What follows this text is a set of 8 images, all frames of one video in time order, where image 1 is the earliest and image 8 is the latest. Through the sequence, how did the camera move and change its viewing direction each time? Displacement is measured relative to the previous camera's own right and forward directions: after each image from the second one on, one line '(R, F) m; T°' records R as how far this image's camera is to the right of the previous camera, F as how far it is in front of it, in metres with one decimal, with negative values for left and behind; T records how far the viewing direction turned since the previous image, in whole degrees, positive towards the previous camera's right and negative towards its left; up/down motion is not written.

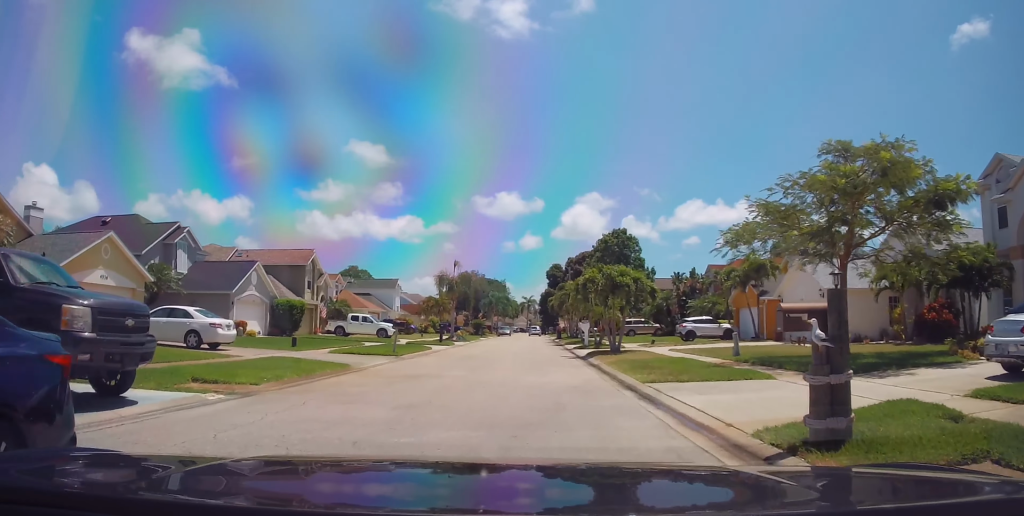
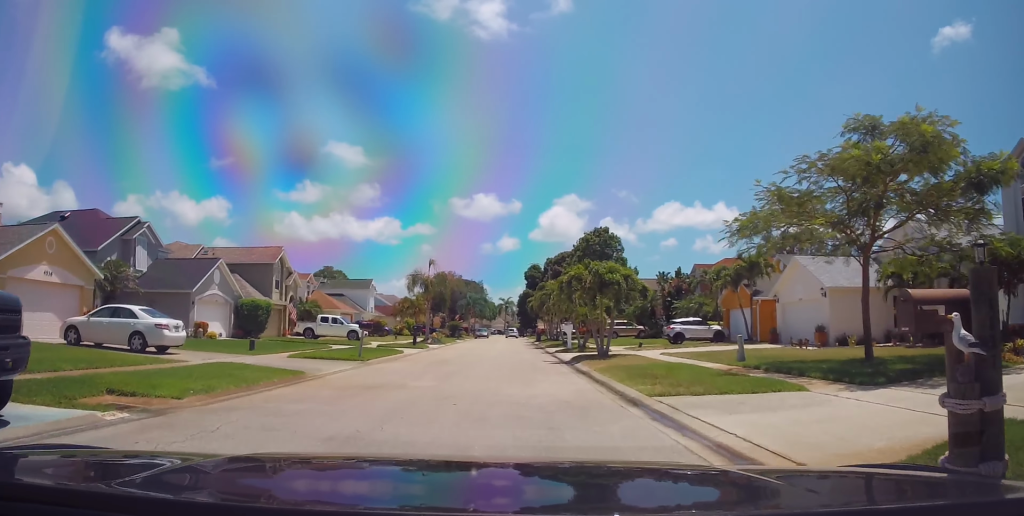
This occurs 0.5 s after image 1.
(+0.2, +2.4) m; +3°
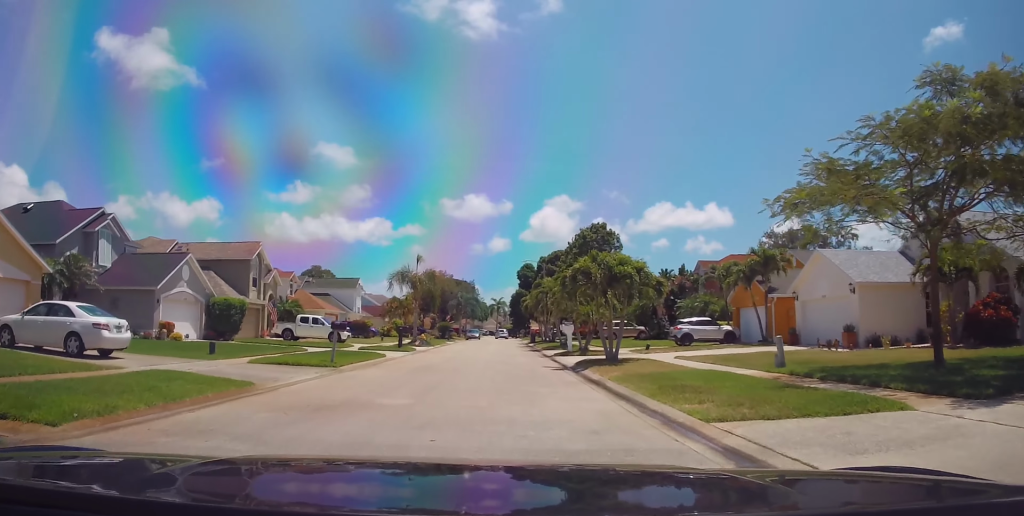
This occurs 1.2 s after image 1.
(+0.1, +3.2) m; +2°
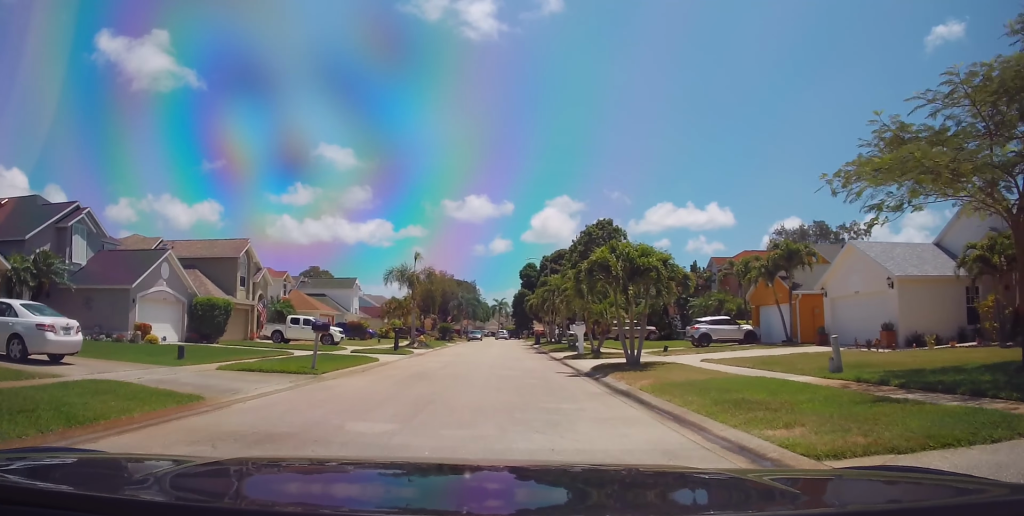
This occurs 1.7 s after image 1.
(0.0, +2.7) m; 0°
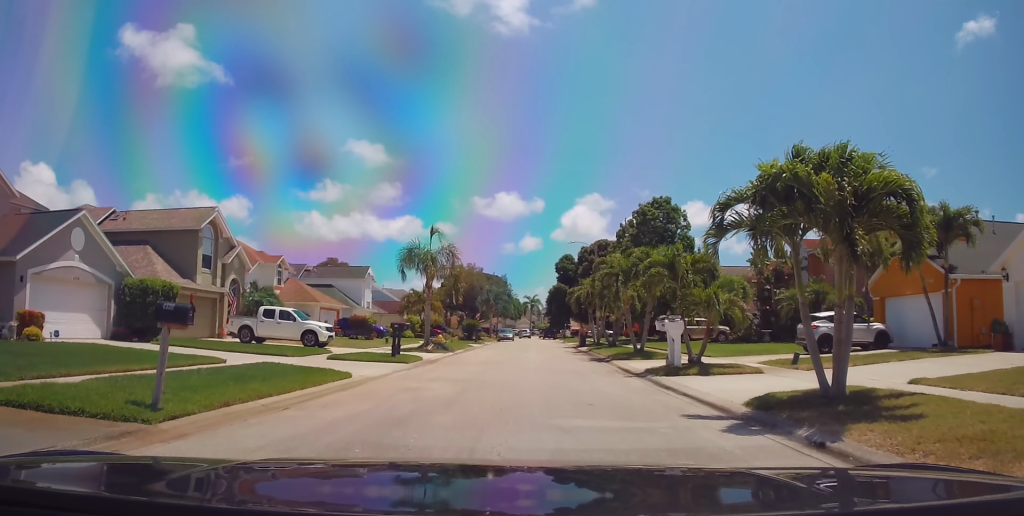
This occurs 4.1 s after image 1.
(-1.0, +10.1) m; -5°
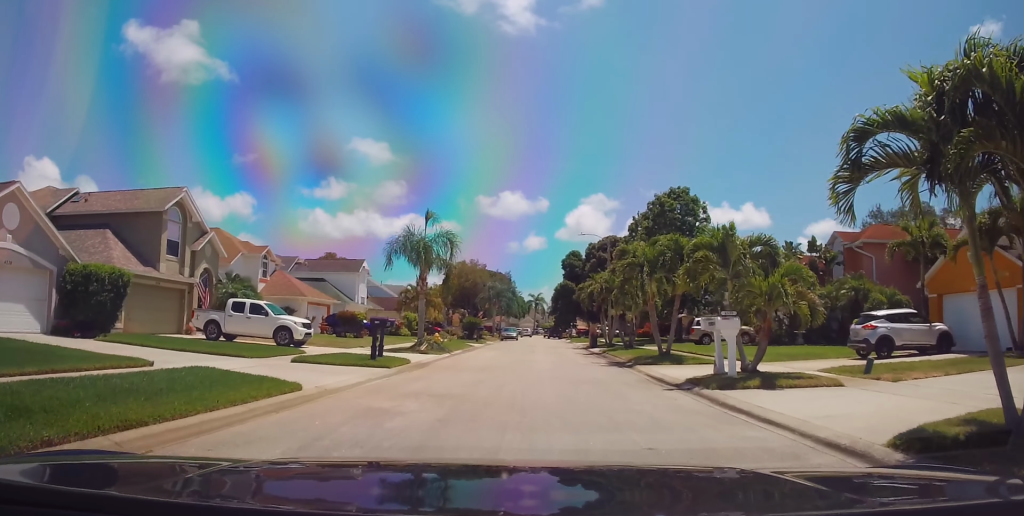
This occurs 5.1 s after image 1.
(+0.4, +3.9) m; +5°
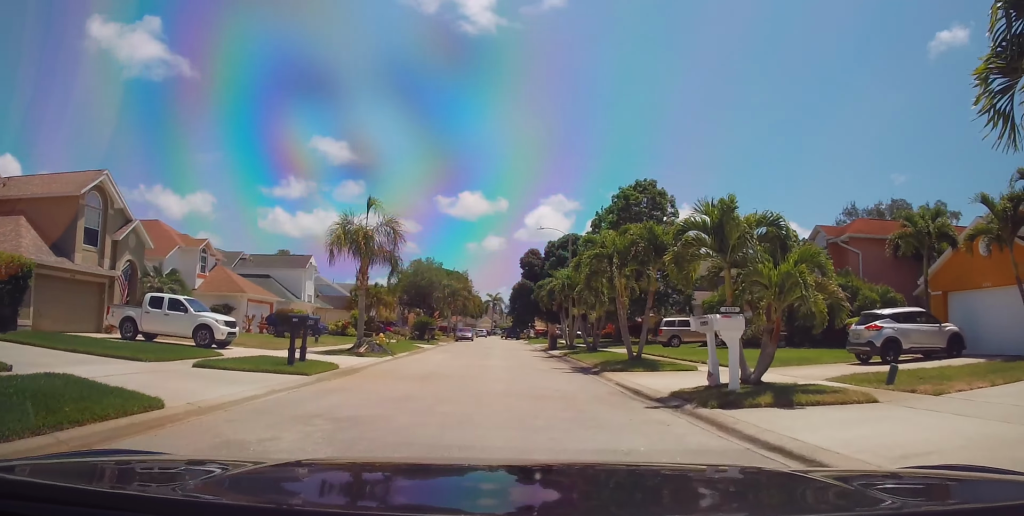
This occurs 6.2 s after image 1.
(0.0, +3.4) m; +5°
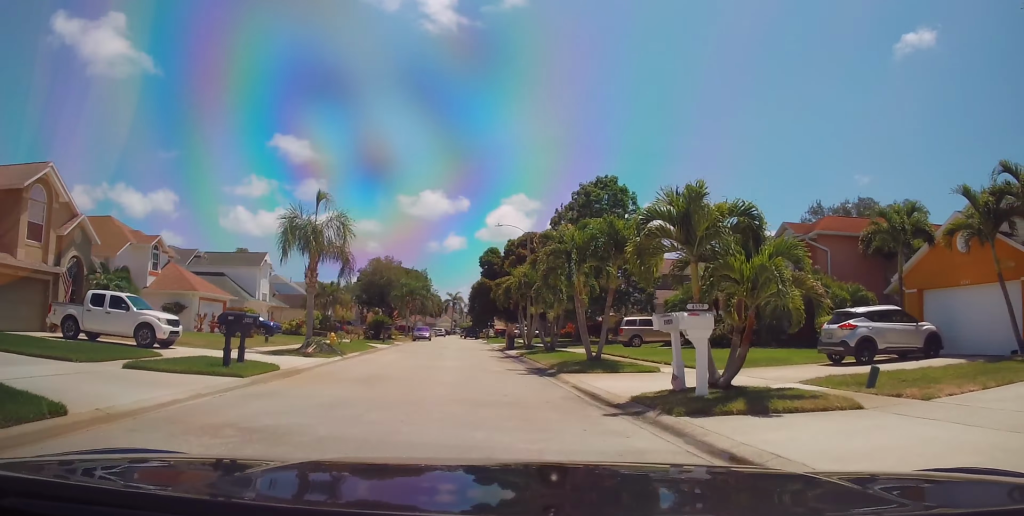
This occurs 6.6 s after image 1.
(-0.1, +1.1) m; +5°
